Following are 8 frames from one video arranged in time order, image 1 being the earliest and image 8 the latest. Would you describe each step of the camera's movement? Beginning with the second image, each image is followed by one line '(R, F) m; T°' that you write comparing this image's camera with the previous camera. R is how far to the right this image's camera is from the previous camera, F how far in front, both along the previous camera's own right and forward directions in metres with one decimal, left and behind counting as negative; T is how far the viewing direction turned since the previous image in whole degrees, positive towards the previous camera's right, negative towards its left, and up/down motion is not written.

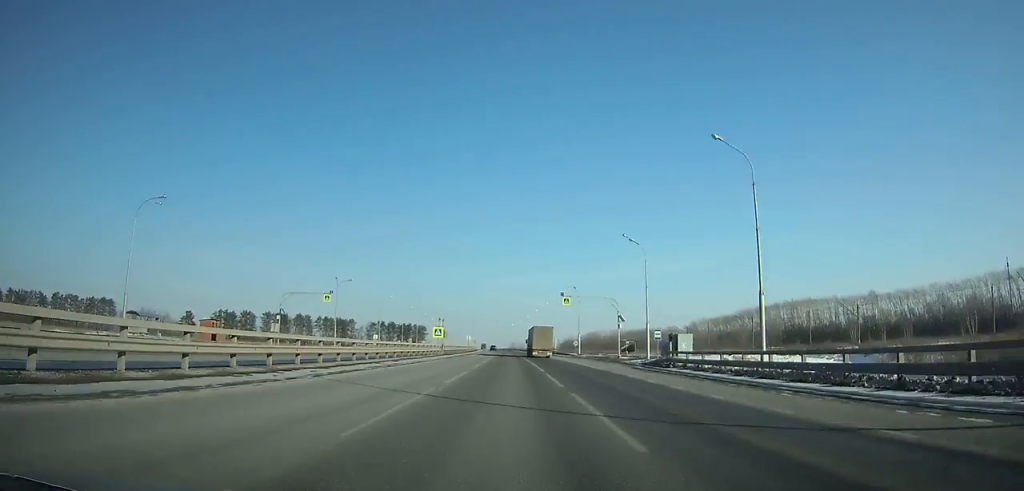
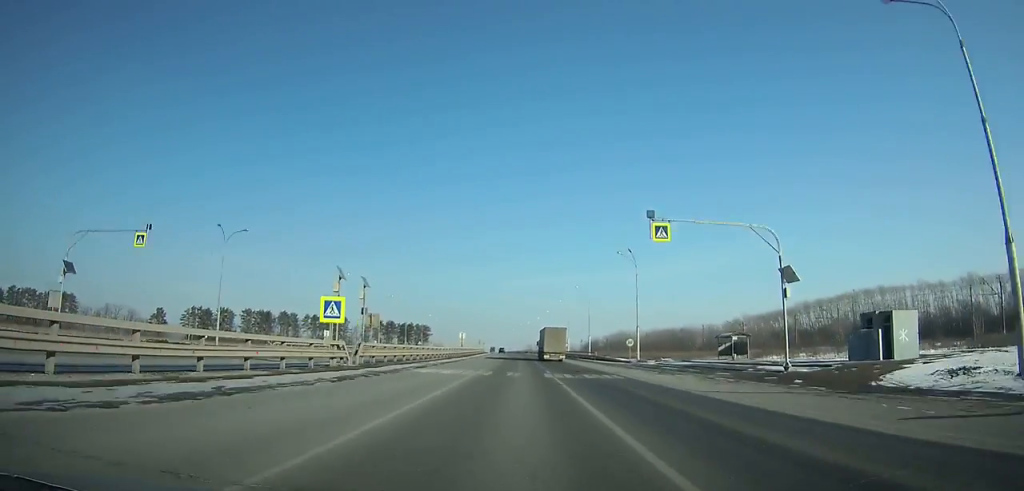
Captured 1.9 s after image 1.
(-0.4, +45.5) m; -1°
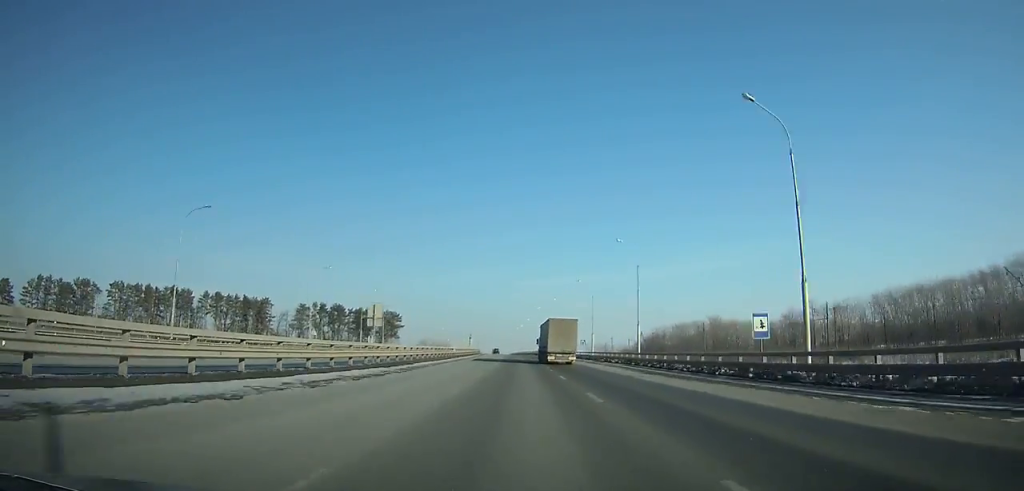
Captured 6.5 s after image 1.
(-1.9, +114.8) m; -2°
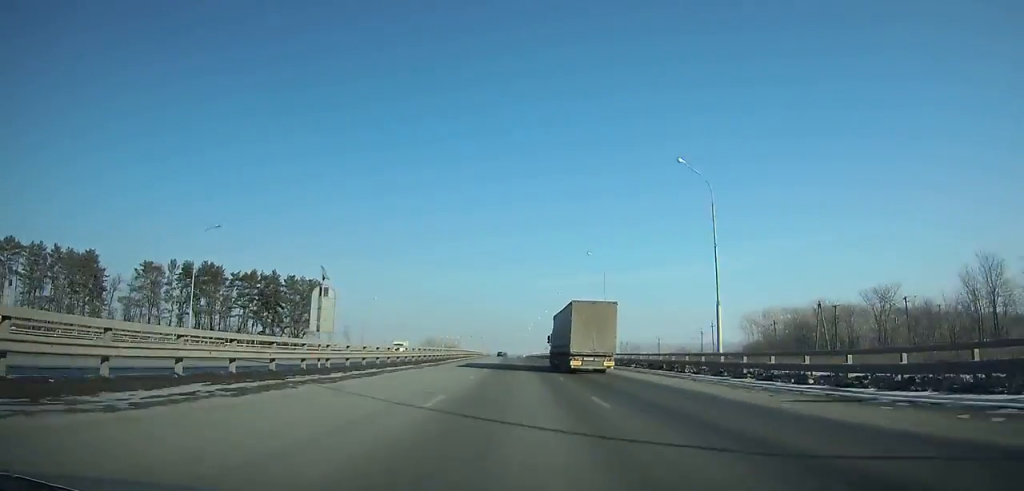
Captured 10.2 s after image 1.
(-1.5, +96.0) m; -2°
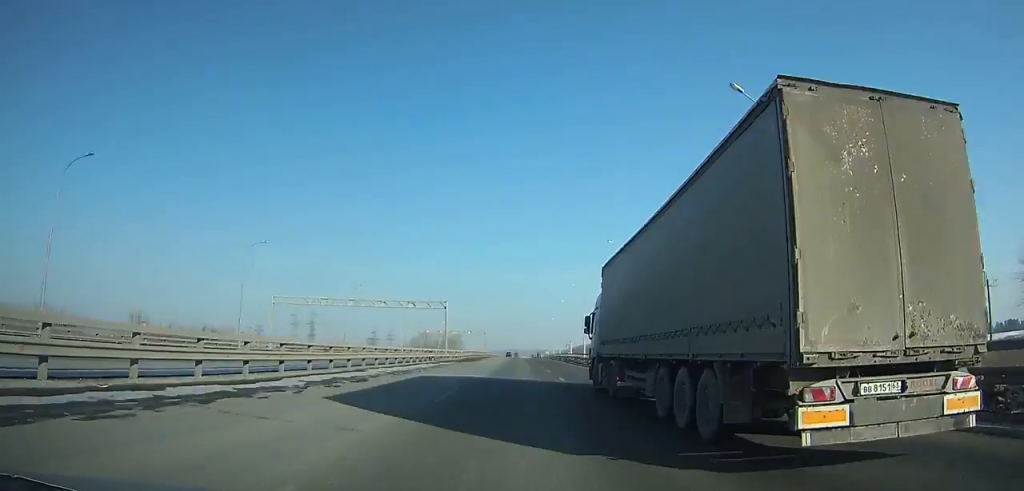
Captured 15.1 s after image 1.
(-1.9, +129.1) m; -1°
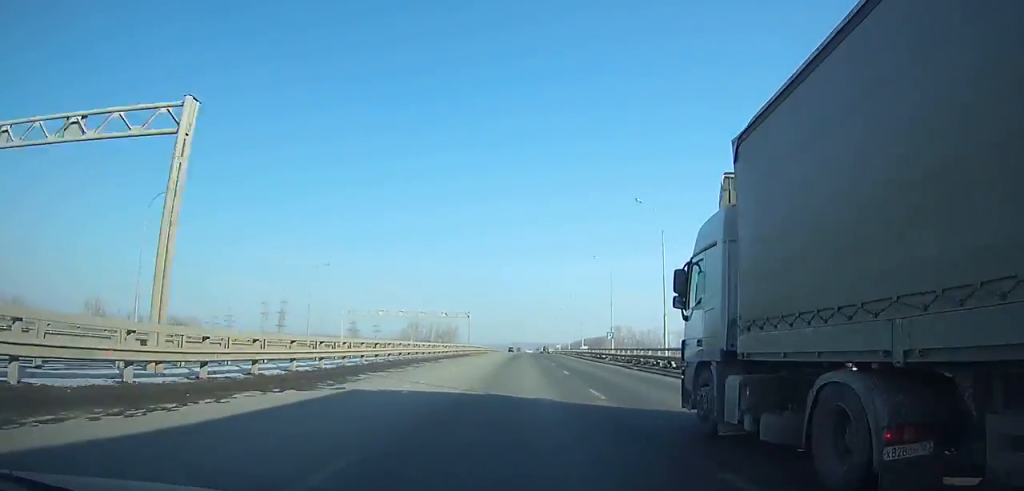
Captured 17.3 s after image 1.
(-0.1, +57.6) m; 0°
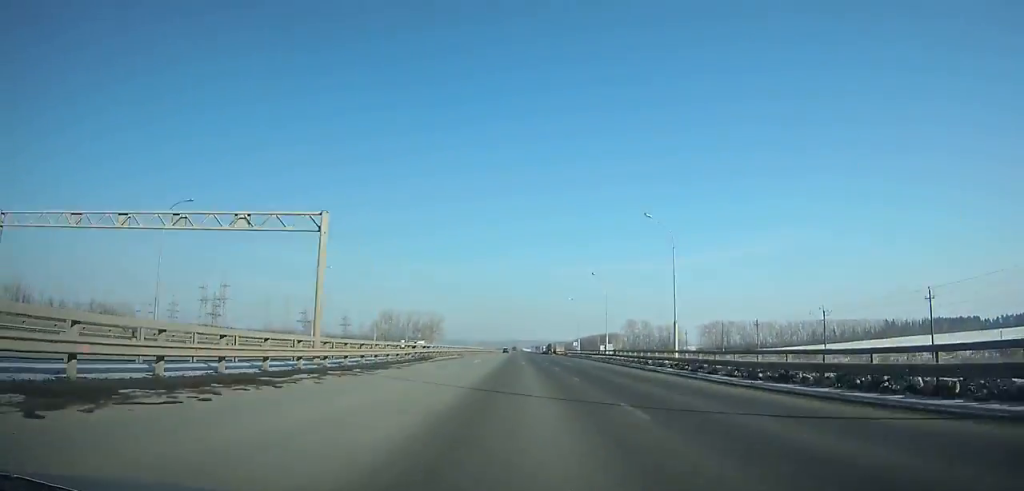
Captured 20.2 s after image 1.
(+0.1, +75.0) m; 0°
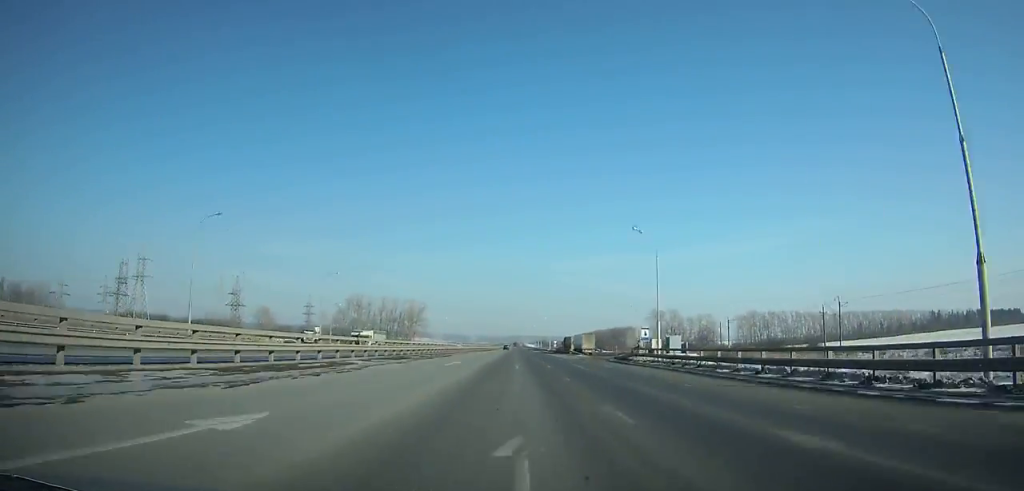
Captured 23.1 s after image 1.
(-0.2, +74.0) m; 0°
